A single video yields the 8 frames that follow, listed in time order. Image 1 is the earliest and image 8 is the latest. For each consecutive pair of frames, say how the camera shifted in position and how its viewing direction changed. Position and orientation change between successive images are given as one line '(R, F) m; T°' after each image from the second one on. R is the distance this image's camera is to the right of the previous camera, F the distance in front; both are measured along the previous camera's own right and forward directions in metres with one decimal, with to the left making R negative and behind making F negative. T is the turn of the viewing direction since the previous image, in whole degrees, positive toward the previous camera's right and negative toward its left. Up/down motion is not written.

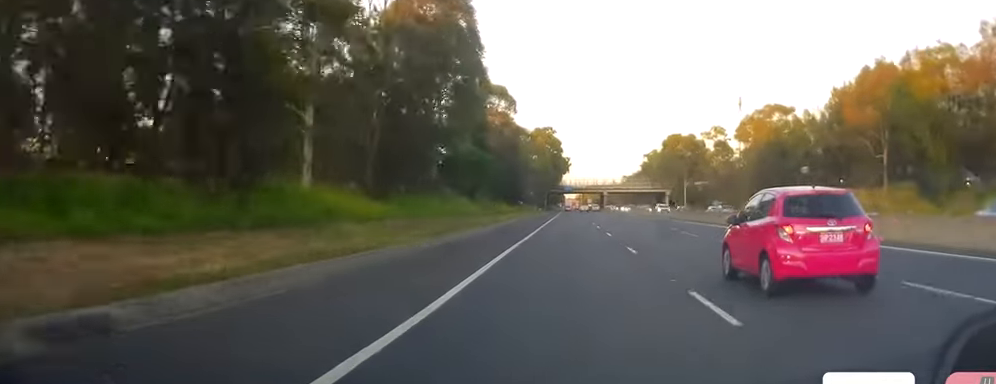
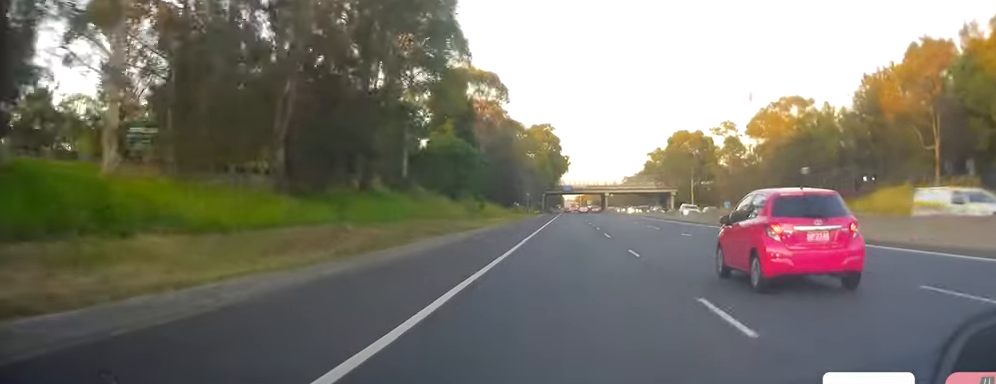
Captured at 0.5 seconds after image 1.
(-0.1, +12.5) m; 0°
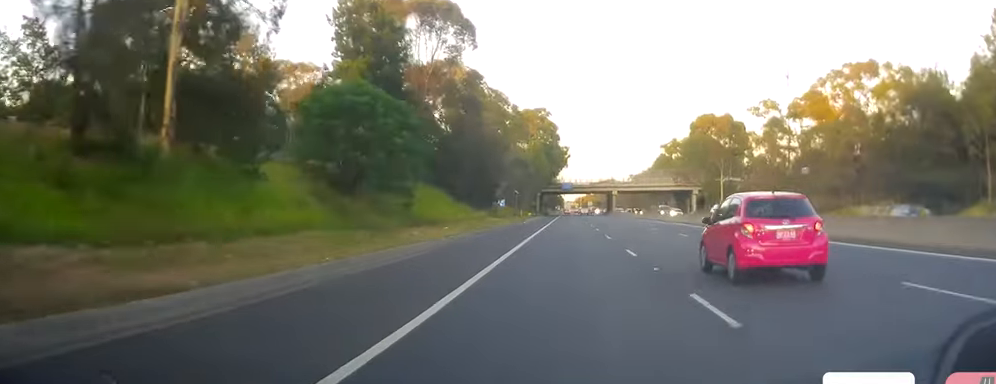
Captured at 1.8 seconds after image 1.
(+0.1, +35.0) m; 0°
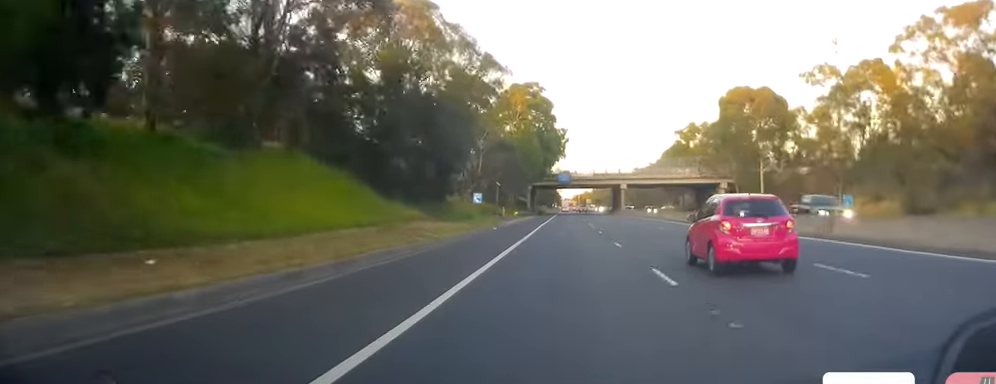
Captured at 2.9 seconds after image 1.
(0.0, +31.5) m; 0°
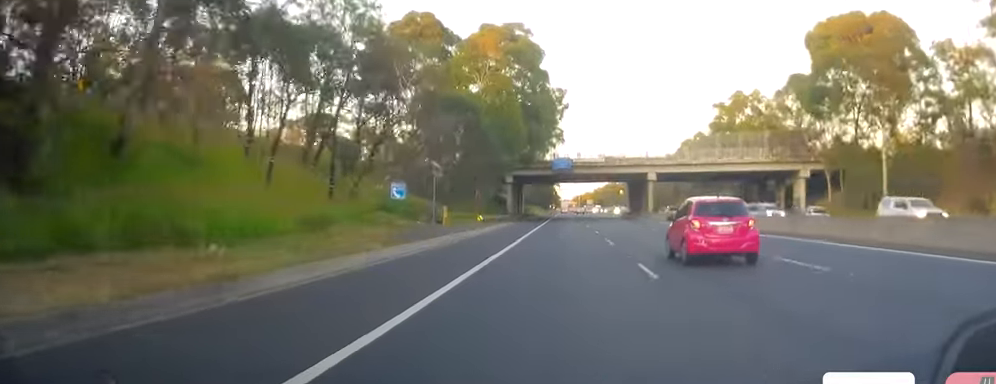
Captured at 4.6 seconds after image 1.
(+0.1, +46.2) m; 0°
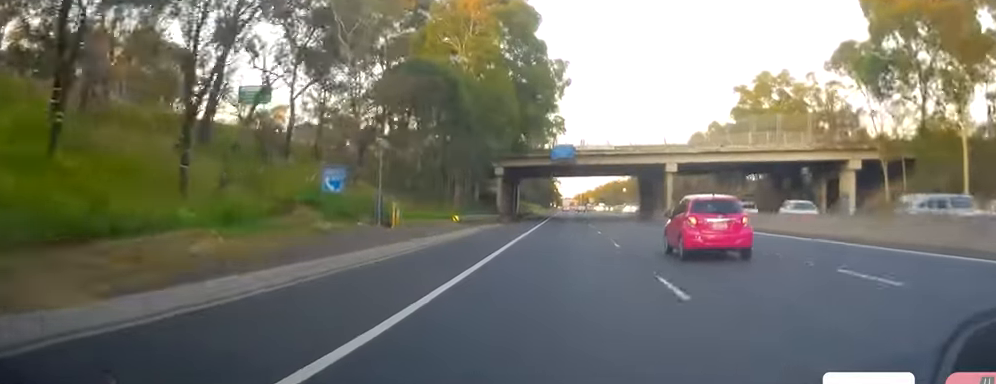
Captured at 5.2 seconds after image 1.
(0.0, +15.4) m; 0°
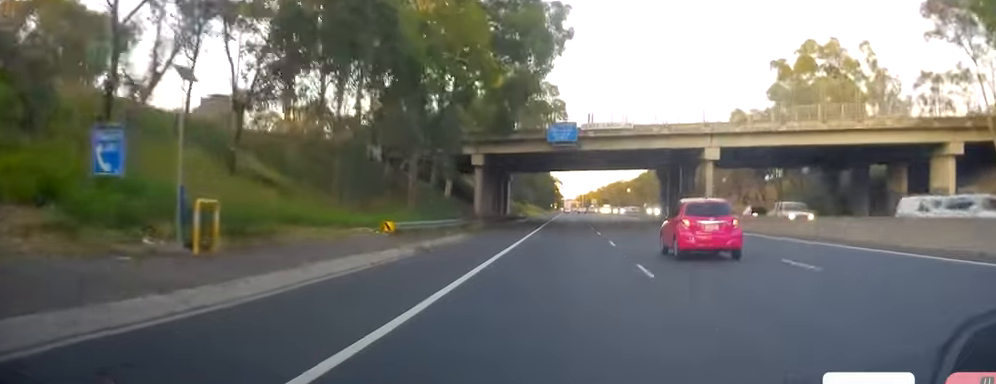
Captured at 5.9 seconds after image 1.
(-0.1, +19.8) m; 0°
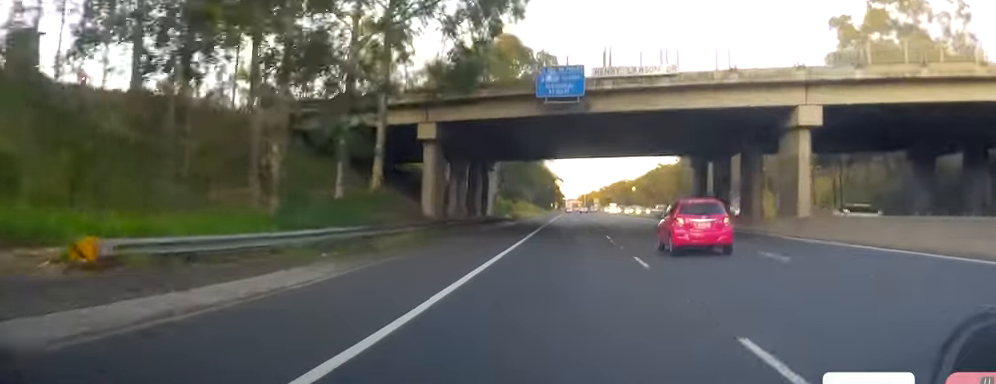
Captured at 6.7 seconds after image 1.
(+0.2, +21.8) m; 0°
